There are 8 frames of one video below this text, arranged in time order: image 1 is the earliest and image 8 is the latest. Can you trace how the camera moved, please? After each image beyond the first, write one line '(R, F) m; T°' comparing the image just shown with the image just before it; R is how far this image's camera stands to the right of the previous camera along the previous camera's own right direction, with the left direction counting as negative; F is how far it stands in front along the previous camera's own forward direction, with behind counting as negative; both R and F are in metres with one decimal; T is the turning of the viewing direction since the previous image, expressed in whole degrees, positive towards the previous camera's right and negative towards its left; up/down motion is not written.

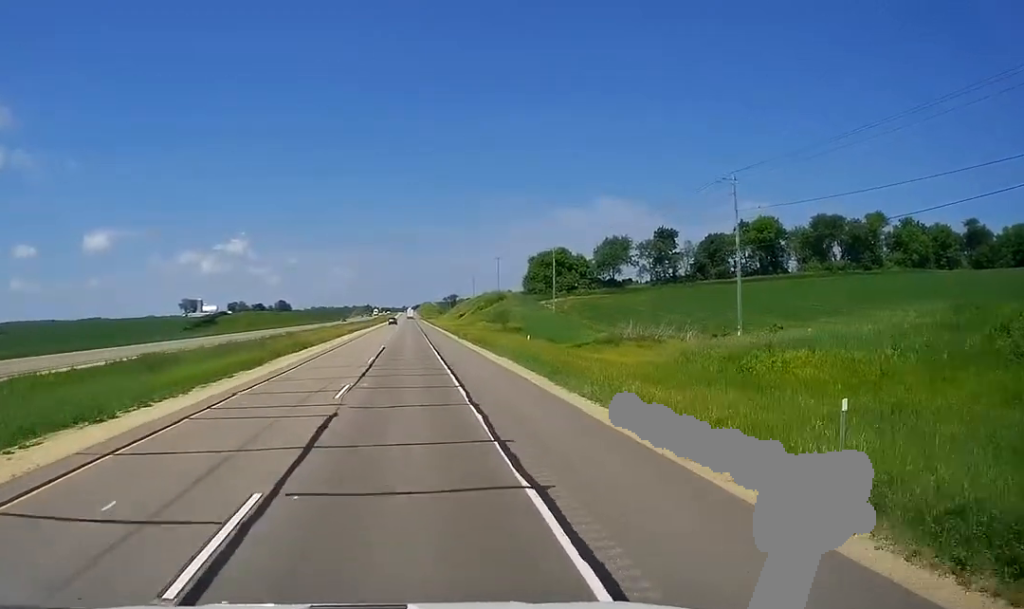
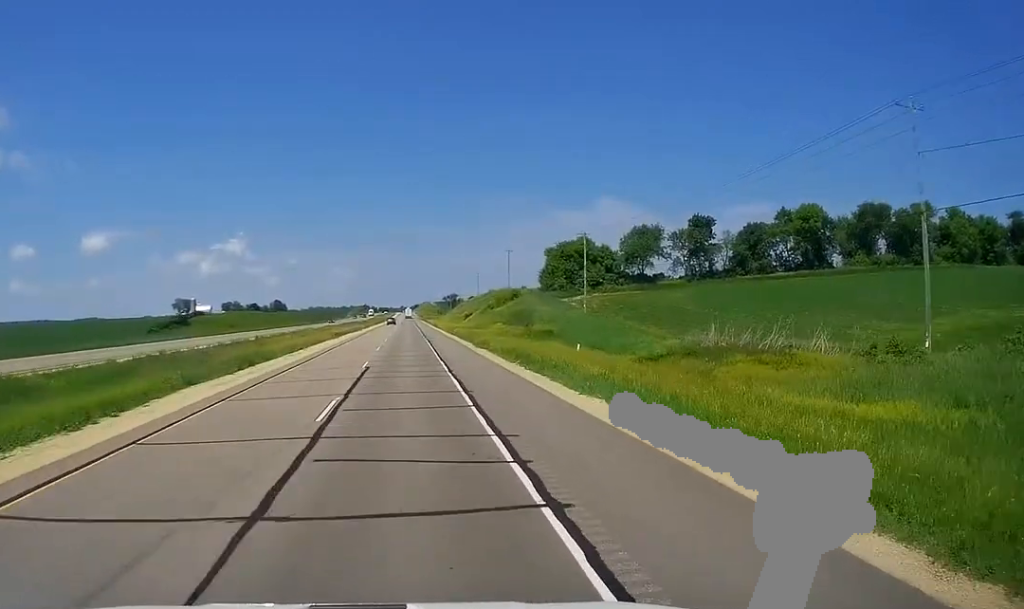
(0.0, +19.7) m; -1°
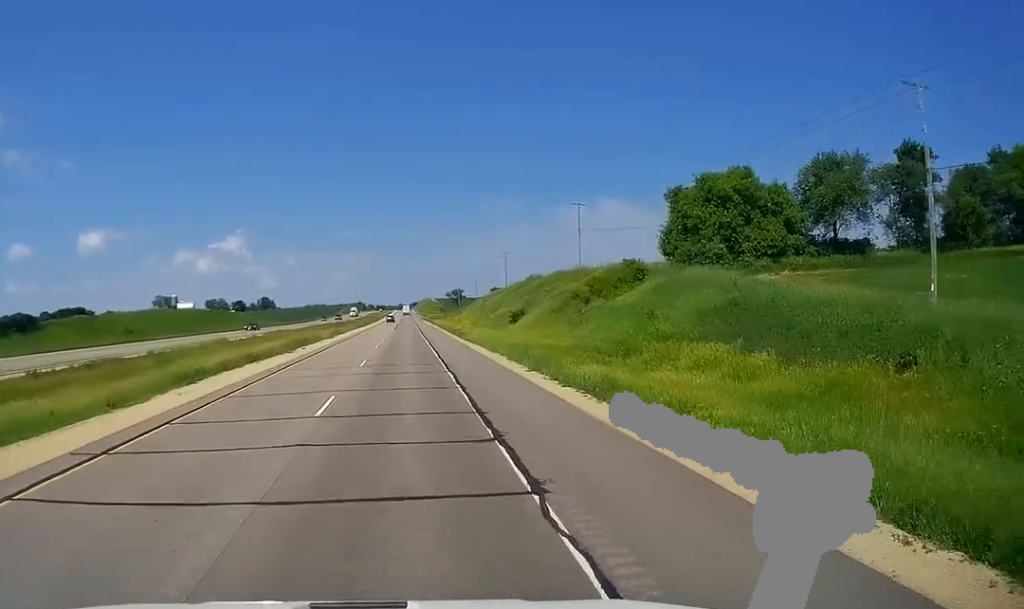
(-0.4, +62.1) m; 0°
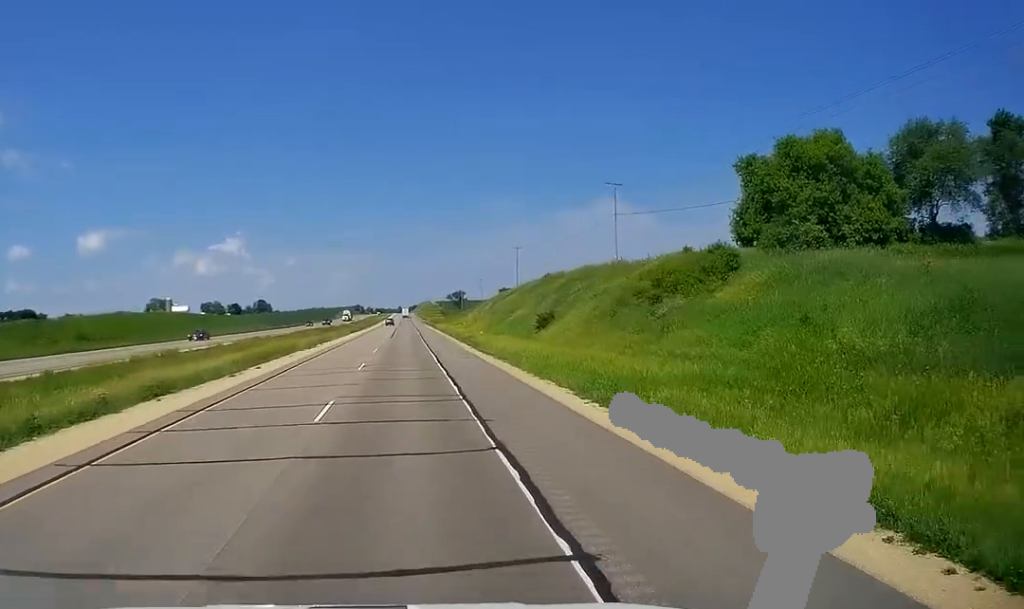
(+0.1, +15.7) m; 0°
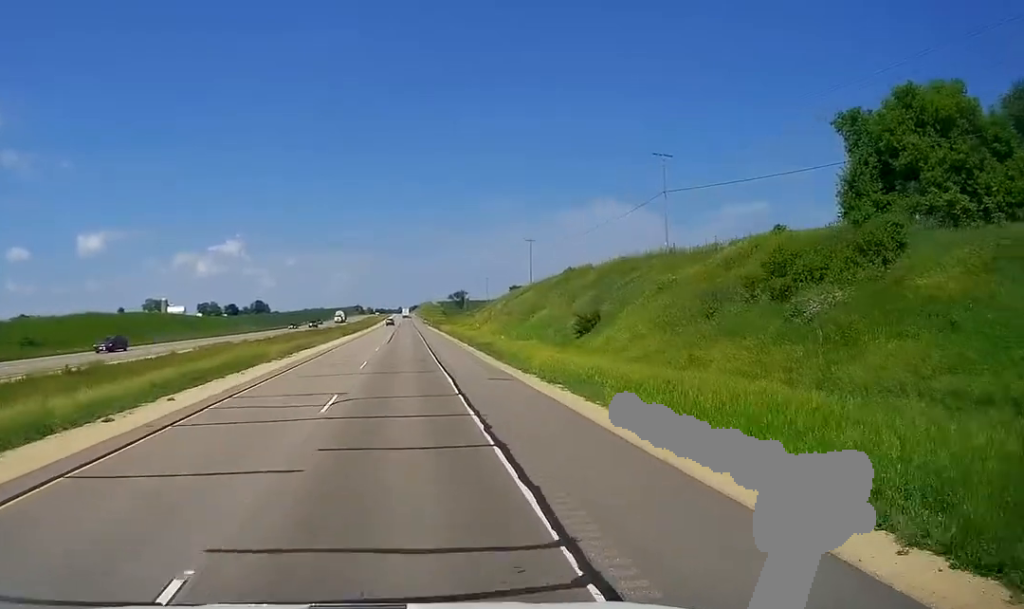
(0.0, +14.2) m; 0°
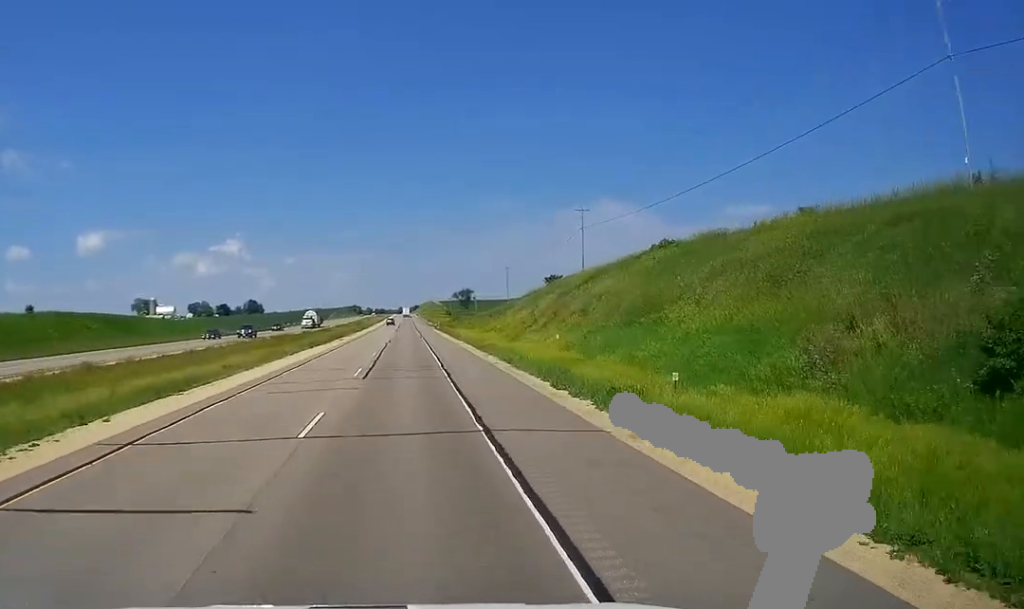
(0.0, +34.4) m; 0°
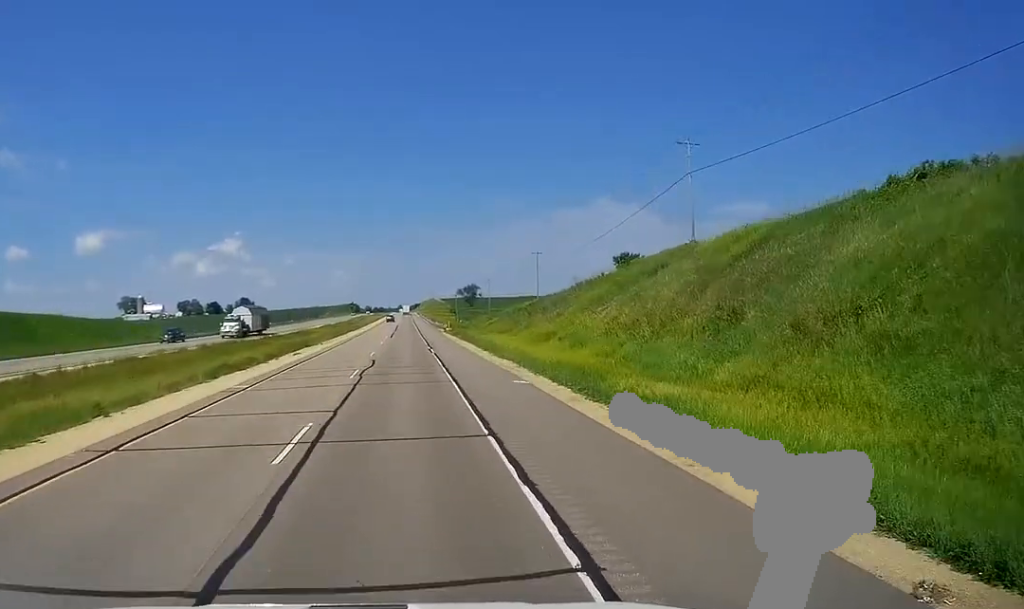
(0.0, +32.8) m; 0°
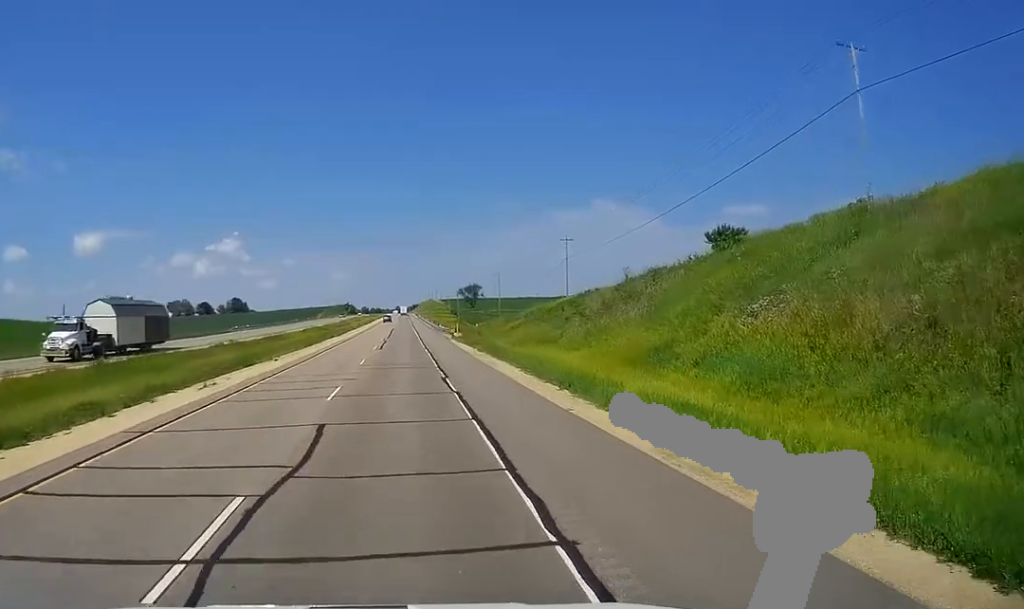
(0.0, +21.8) m; 0°
